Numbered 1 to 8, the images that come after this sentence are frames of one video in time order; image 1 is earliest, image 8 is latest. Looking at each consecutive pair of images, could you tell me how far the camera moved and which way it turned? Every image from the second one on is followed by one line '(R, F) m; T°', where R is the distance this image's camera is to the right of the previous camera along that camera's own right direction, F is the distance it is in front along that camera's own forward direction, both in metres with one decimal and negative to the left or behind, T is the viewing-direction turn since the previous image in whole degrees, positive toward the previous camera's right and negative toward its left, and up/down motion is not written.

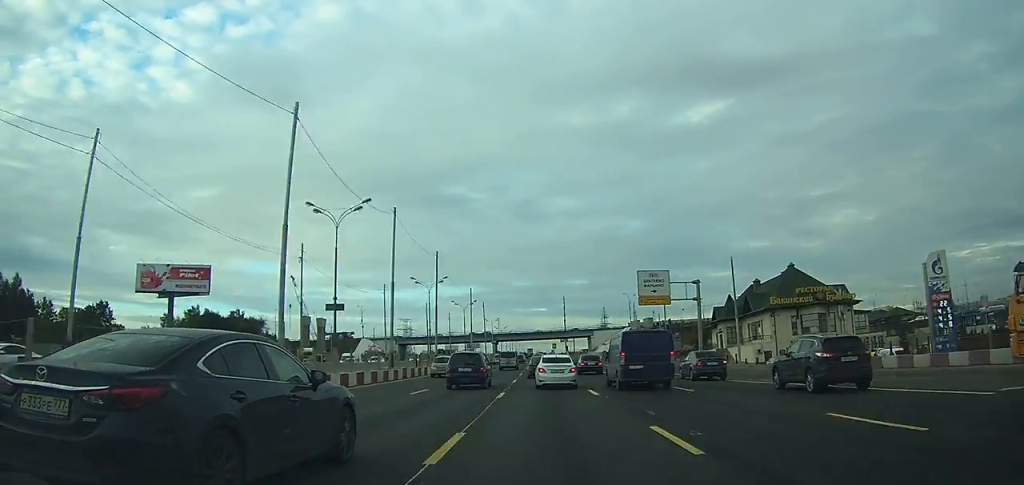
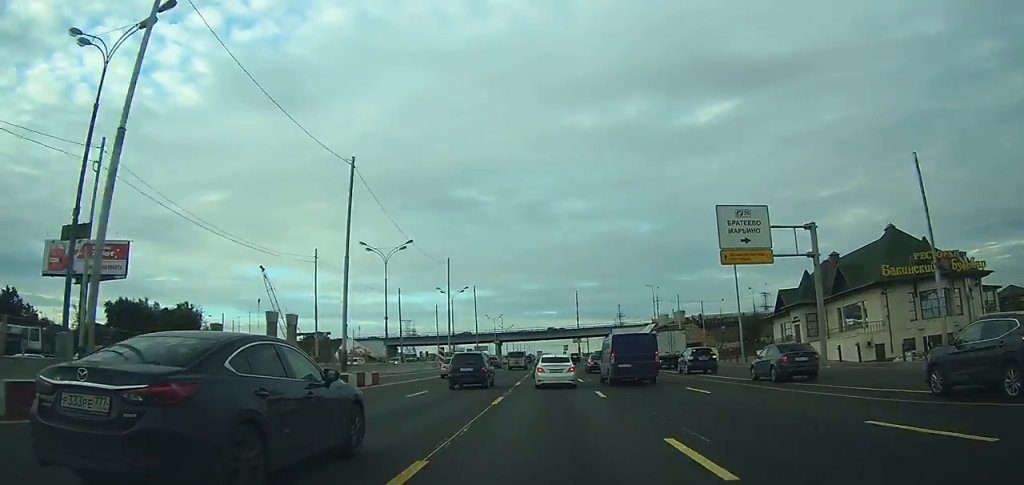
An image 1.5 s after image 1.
(-0.2, +27.2) m; -1°
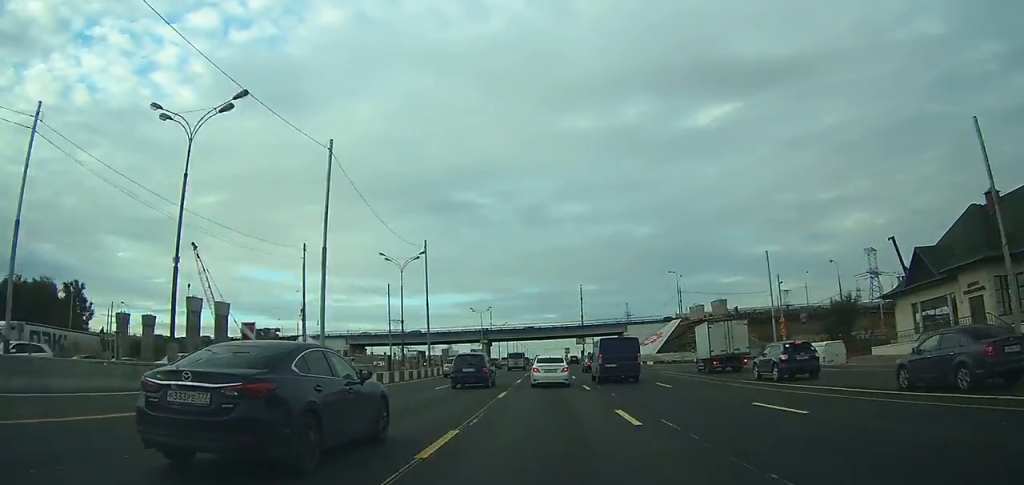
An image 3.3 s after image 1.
(-0.2, +32.5) m; -1°
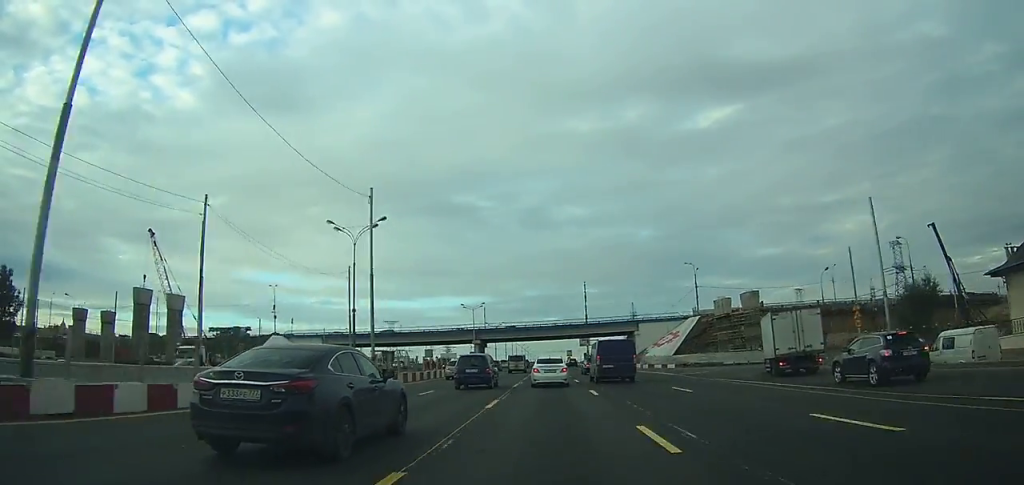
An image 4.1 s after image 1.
(0.0, +15.4) m; 0°
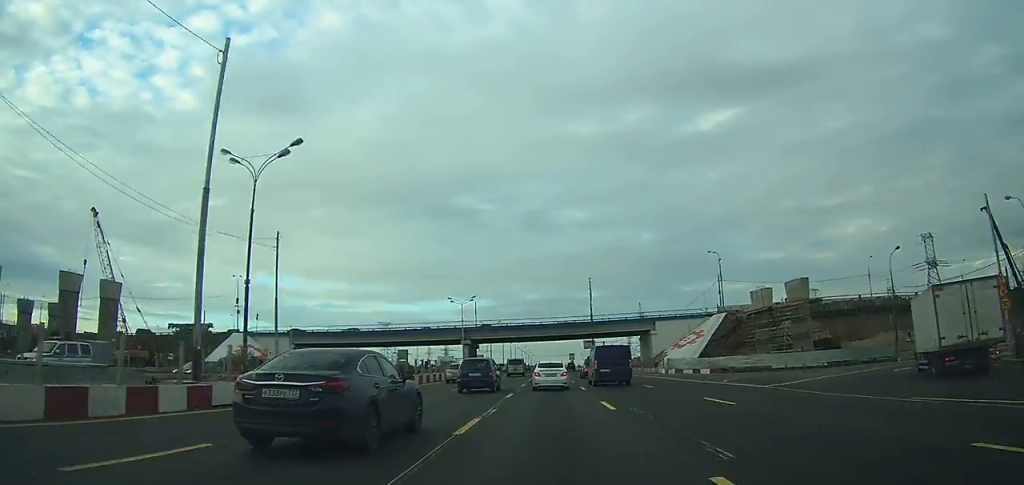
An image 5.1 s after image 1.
(0.0, +16.6) m; 0°
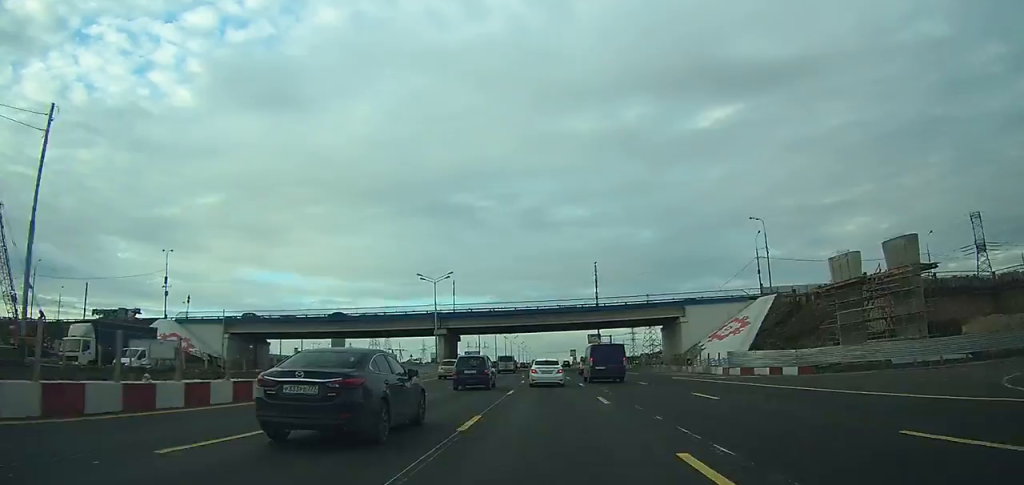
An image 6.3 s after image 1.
(0.0, +22.8) m; 0°
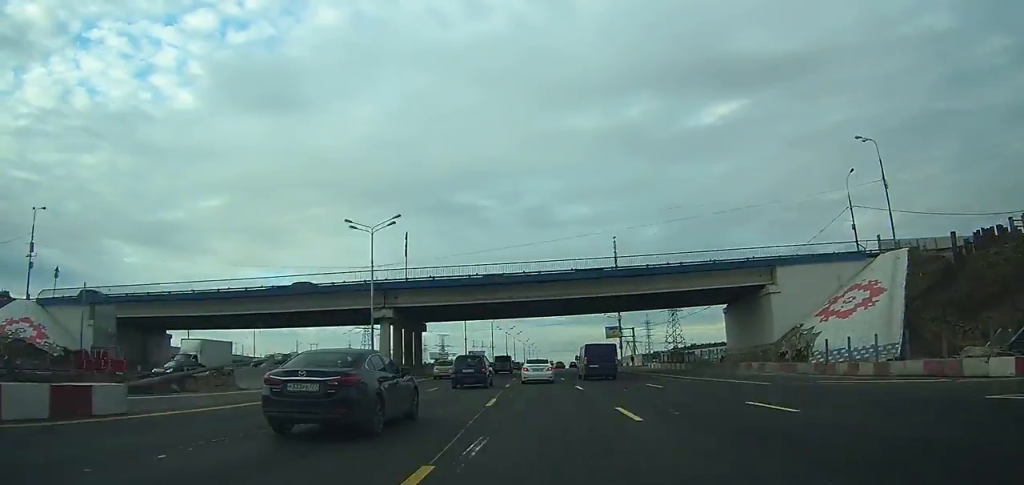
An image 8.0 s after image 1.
(+0.1, +32.2) m; 0°
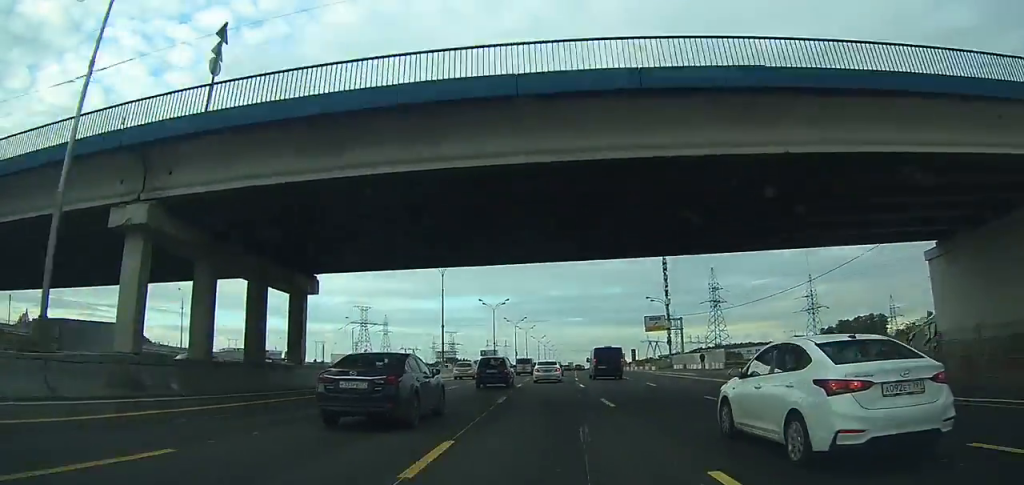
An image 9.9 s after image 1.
(-0.4, +36.1) m; -1°
